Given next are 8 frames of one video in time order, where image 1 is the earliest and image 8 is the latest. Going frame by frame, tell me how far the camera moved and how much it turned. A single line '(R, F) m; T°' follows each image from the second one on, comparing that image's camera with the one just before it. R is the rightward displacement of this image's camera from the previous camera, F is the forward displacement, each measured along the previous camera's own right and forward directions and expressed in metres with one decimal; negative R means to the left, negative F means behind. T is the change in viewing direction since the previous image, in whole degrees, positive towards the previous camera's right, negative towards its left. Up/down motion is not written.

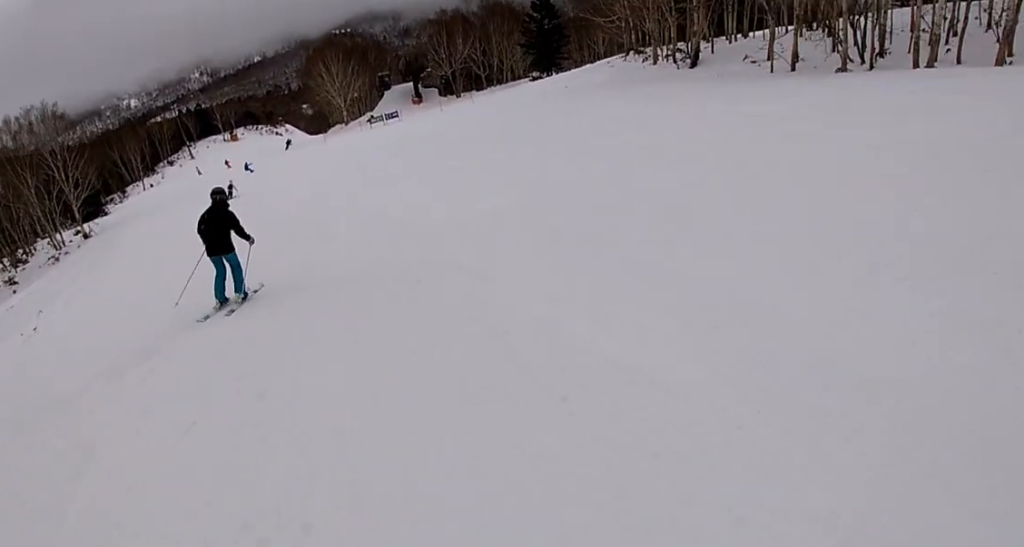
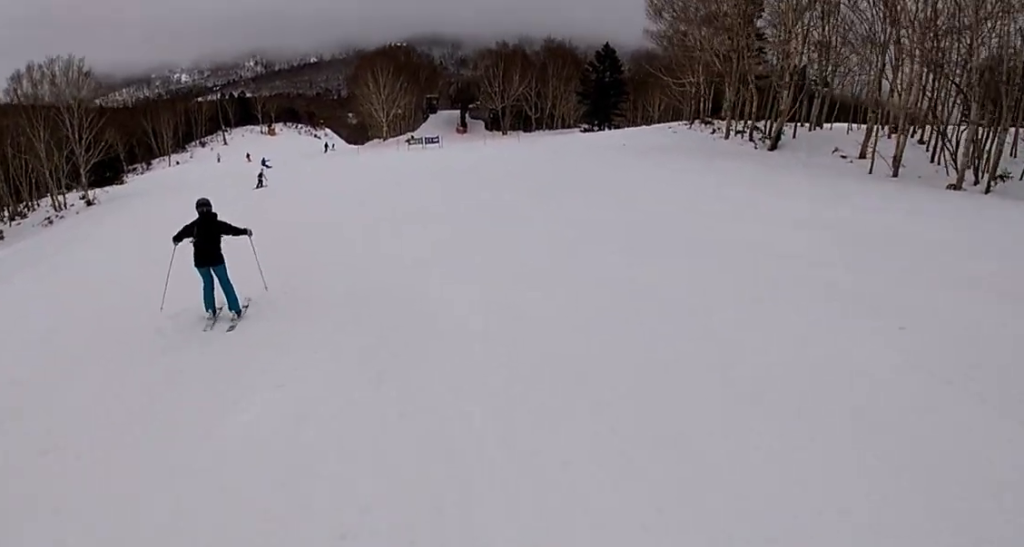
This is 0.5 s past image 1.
(-0.2, +4.7) m; -5°
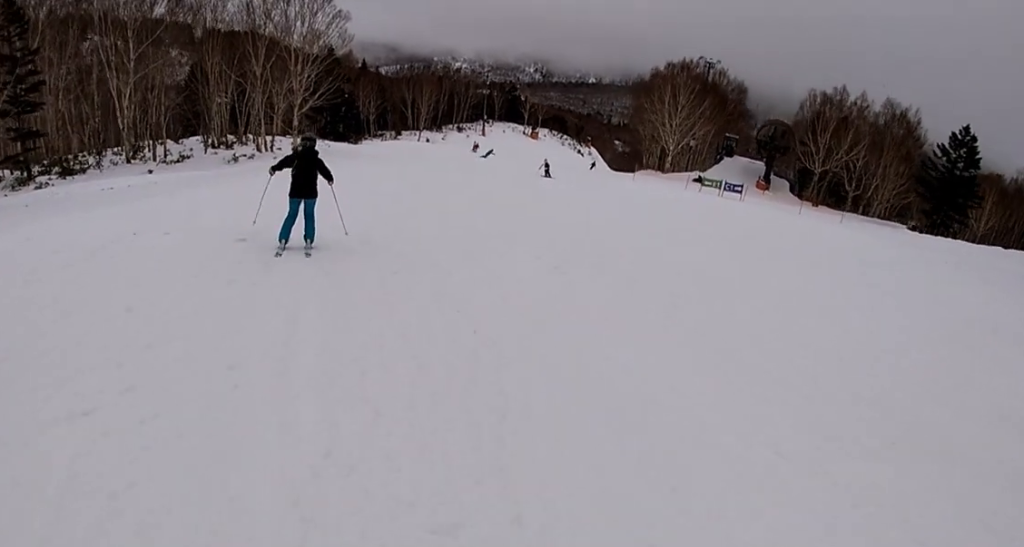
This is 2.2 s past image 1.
(-1.8, +15.0) m; -7°
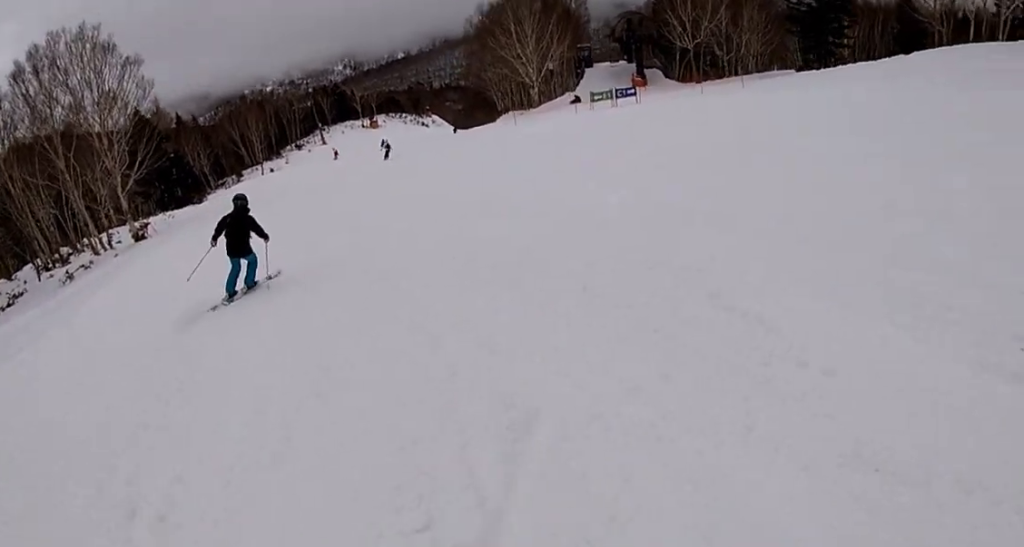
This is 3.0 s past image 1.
(0.0, +7.7) m; +6°
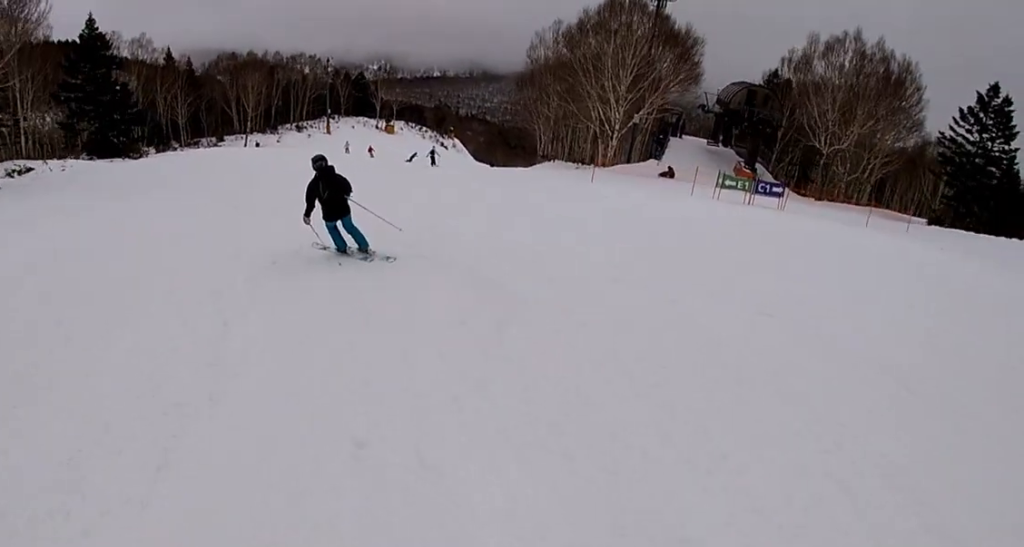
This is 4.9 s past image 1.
(-0.5, +16.2) m; -11°
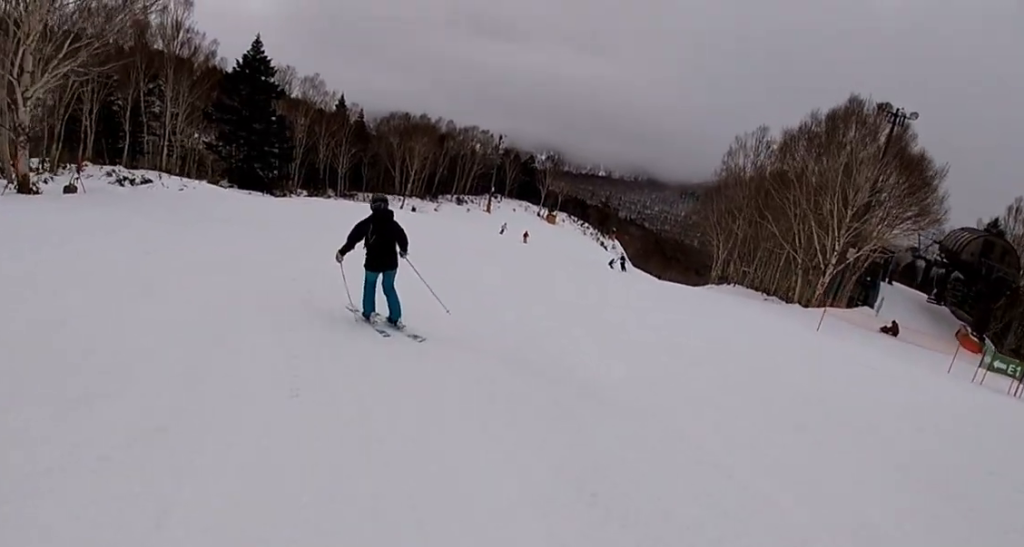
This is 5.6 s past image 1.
(-0.6, +6.4) m; -1°
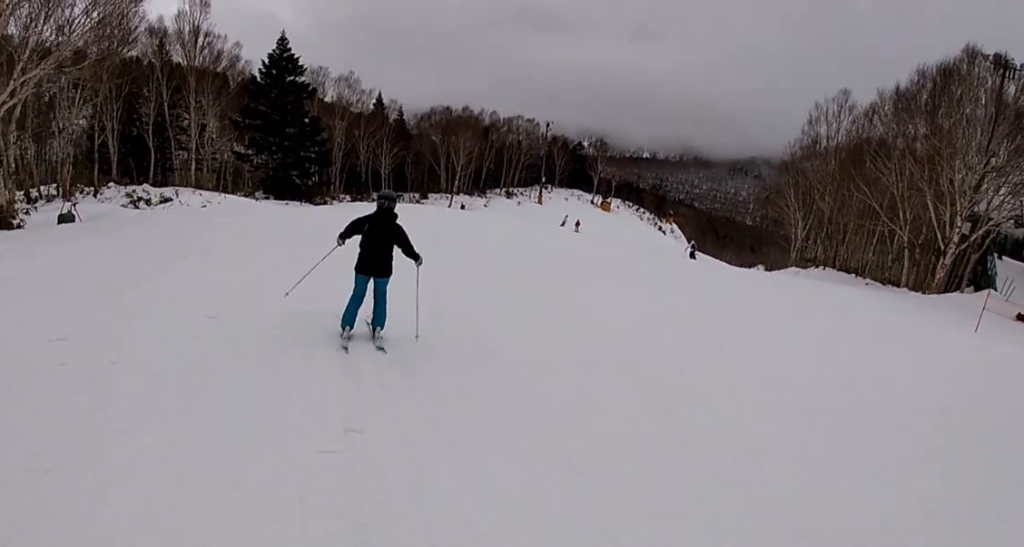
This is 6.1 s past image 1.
(+0.4, +4.2) m; +5°
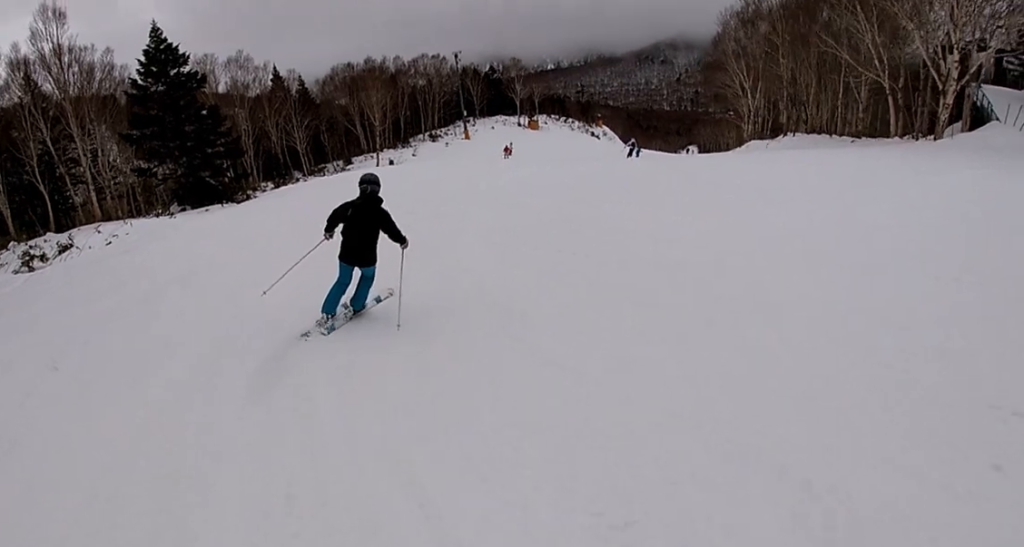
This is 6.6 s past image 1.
(+0.1, +3.9) m; +5°
